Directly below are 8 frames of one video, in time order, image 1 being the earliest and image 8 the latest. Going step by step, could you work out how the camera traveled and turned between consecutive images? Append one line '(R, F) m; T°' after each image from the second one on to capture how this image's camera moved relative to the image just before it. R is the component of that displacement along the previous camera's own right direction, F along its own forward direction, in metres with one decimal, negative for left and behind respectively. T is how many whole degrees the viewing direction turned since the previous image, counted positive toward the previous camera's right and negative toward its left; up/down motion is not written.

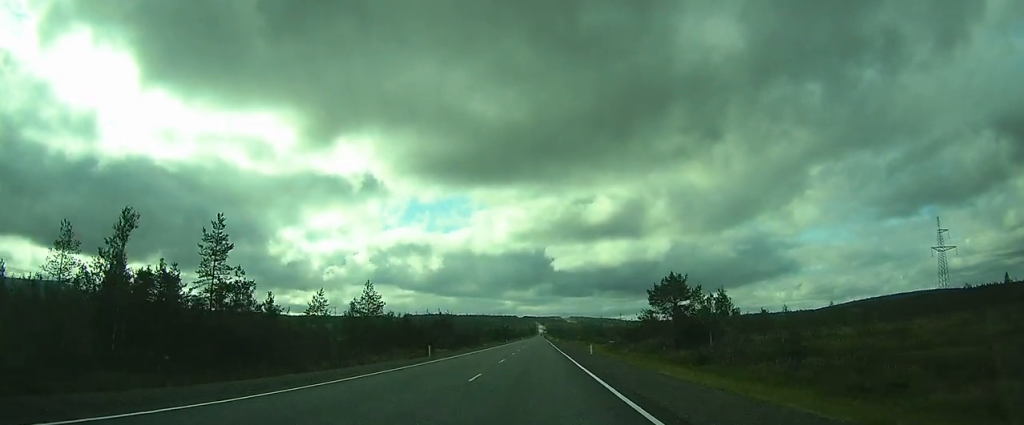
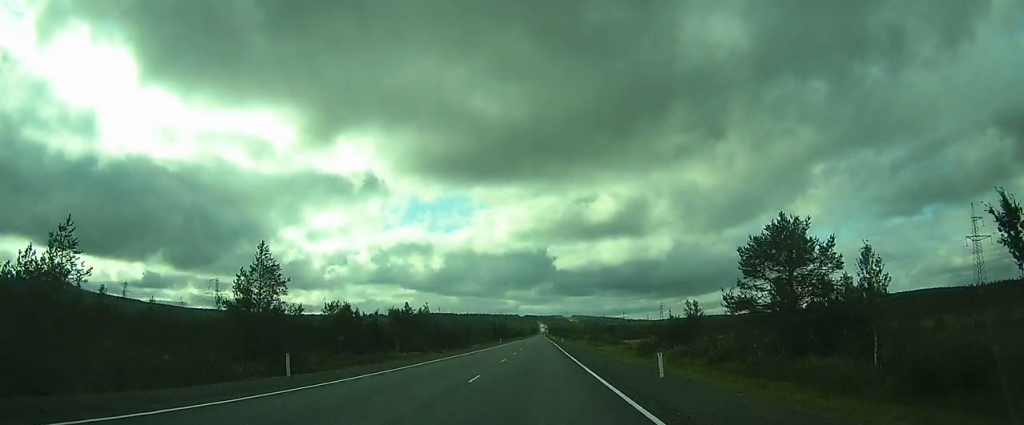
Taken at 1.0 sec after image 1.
(+0.1, +25.2) m; 0°
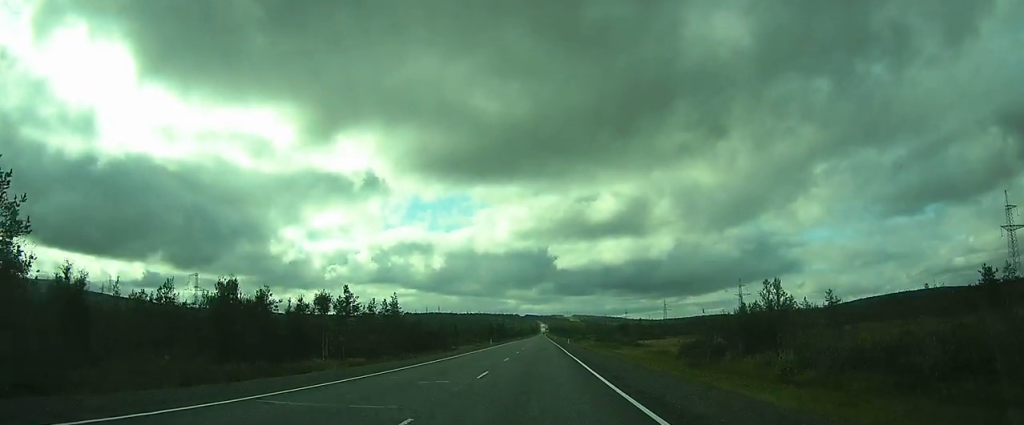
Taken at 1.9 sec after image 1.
(-0.1, +22.8) m; 0°
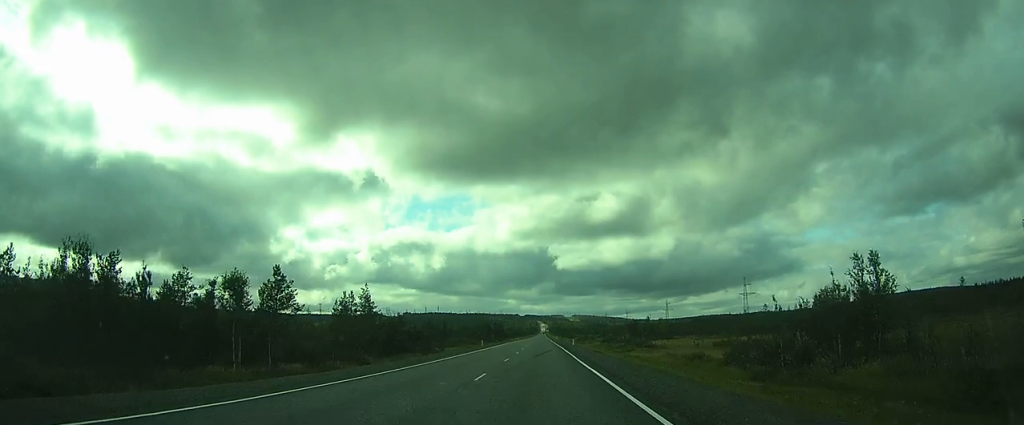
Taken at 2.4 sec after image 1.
(-0.2, +13.6) m; 0°
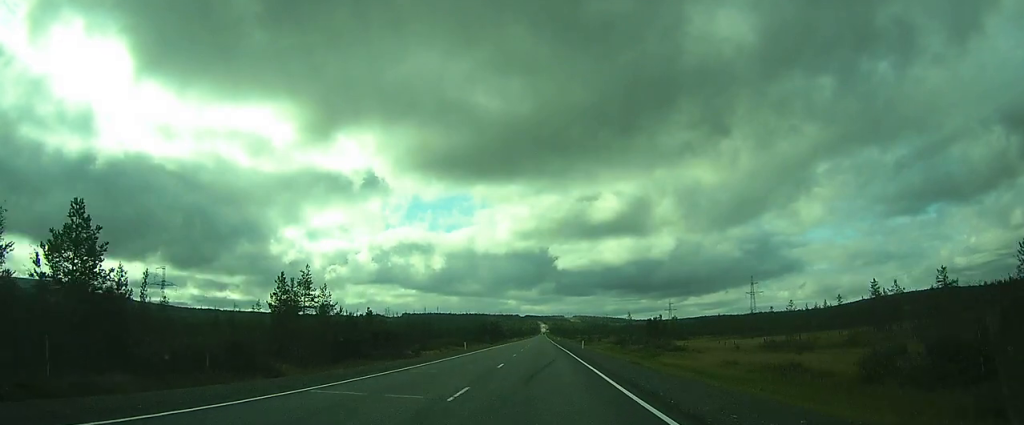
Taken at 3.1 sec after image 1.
(+0.3, +17.9) m; 0°
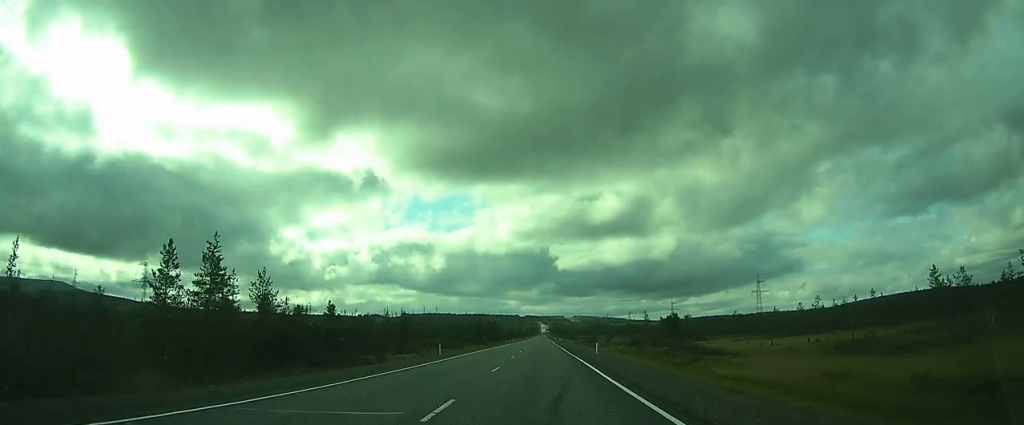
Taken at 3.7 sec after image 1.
(0.0, +15.4) m; 0°
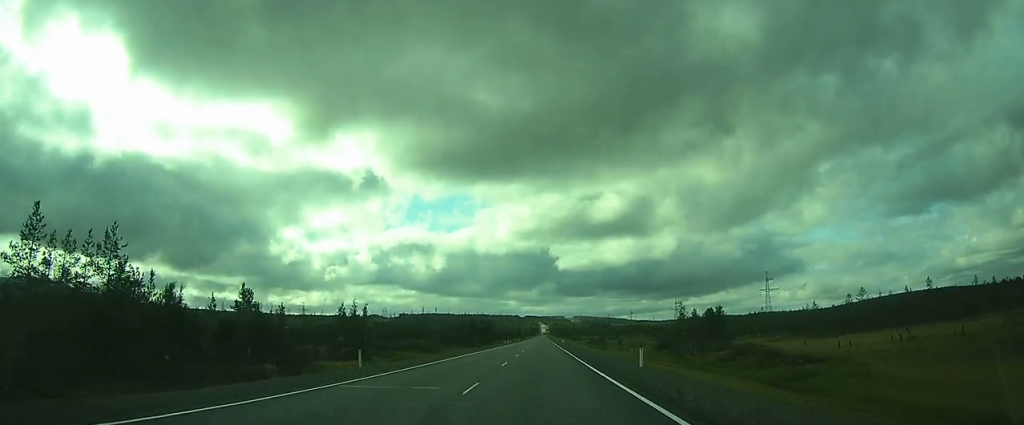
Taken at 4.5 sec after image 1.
(-0.4, +20.6) m; -1°
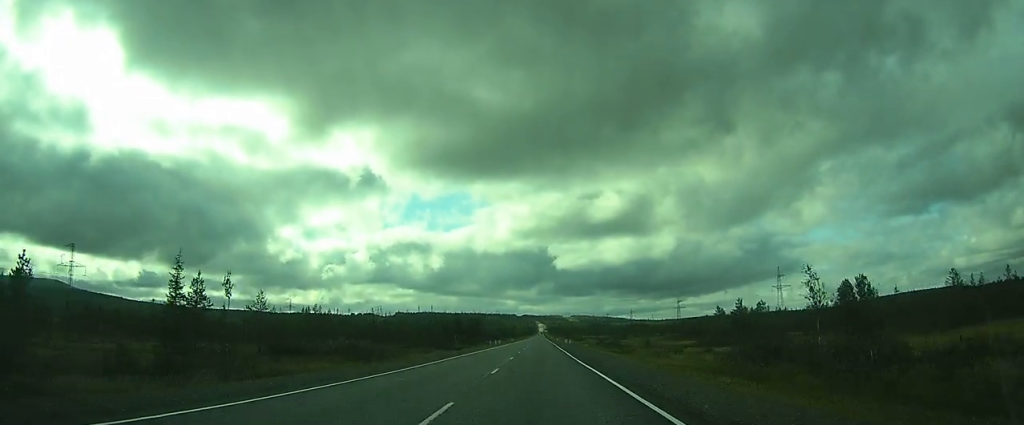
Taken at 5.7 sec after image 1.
(+0.3, +30.0) m; +1°
